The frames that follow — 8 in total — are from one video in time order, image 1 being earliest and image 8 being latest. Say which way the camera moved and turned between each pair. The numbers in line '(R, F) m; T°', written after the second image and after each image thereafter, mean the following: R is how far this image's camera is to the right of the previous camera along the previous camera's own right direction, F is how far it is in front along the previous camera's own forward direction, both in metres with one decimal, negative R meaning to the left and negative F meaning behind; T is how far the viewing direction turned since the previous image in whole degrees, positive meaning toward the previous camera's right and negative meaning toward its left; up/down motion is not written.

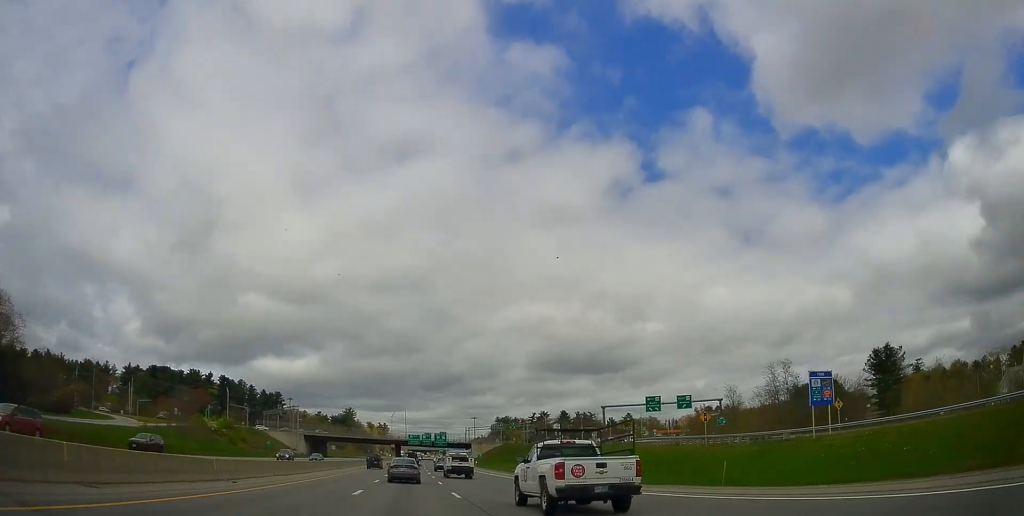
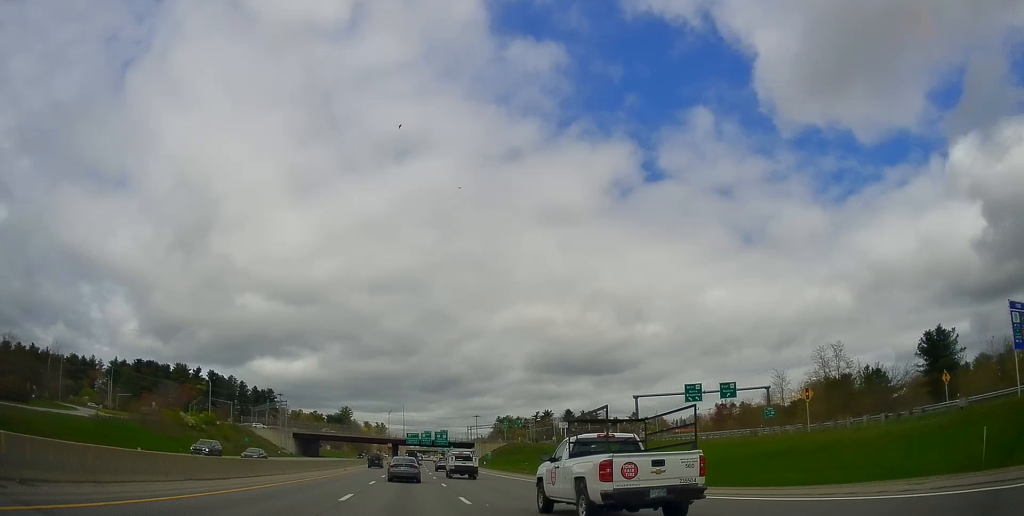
(0.0, +15.9) m; 0°
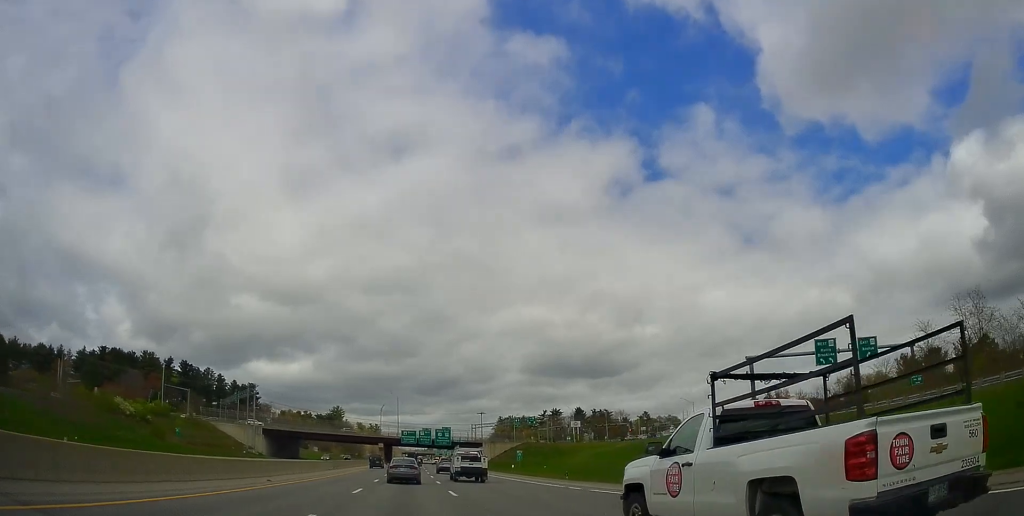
(0.0, +32.3) m; 0°
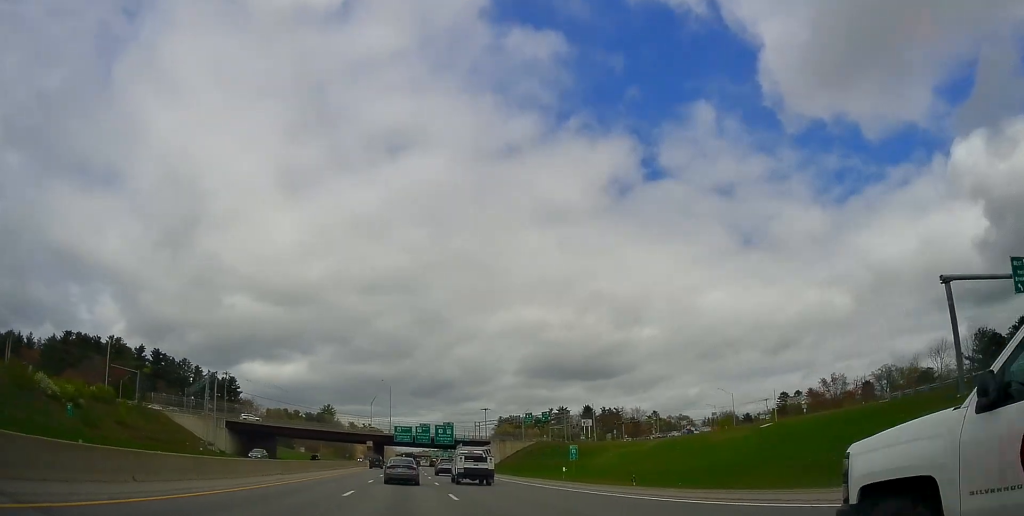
(0.0, +26.4) m; 0°
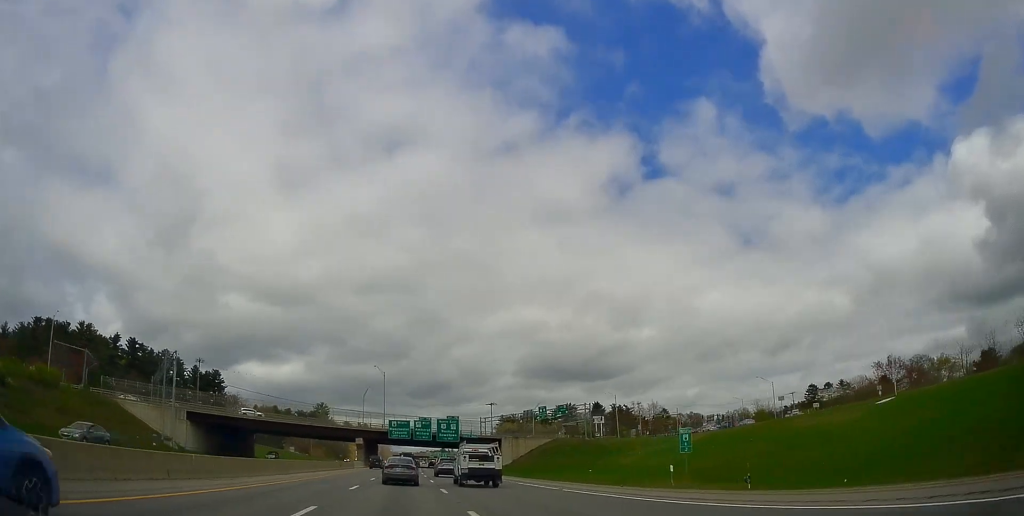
(0.0, +20.7) m; 0°
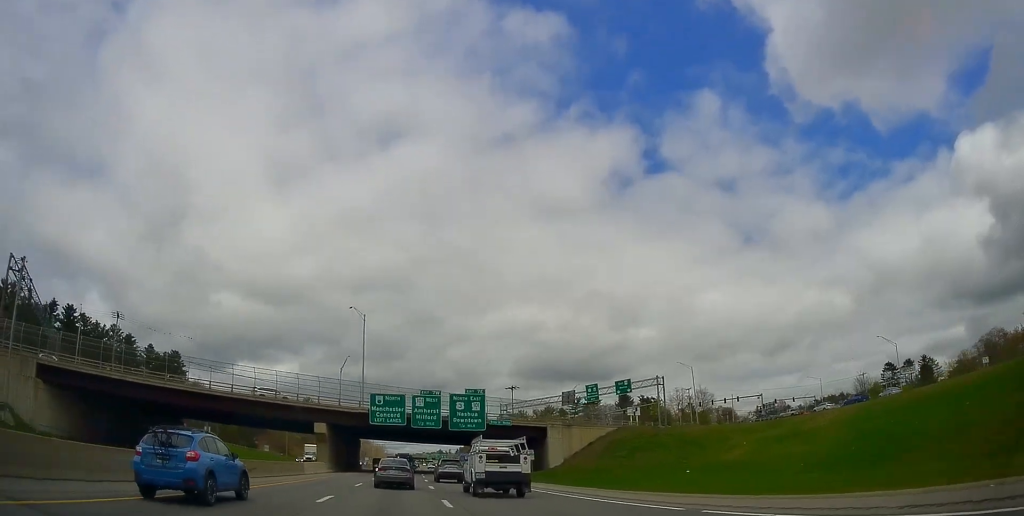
(+0.3, +44.7) m; +1°
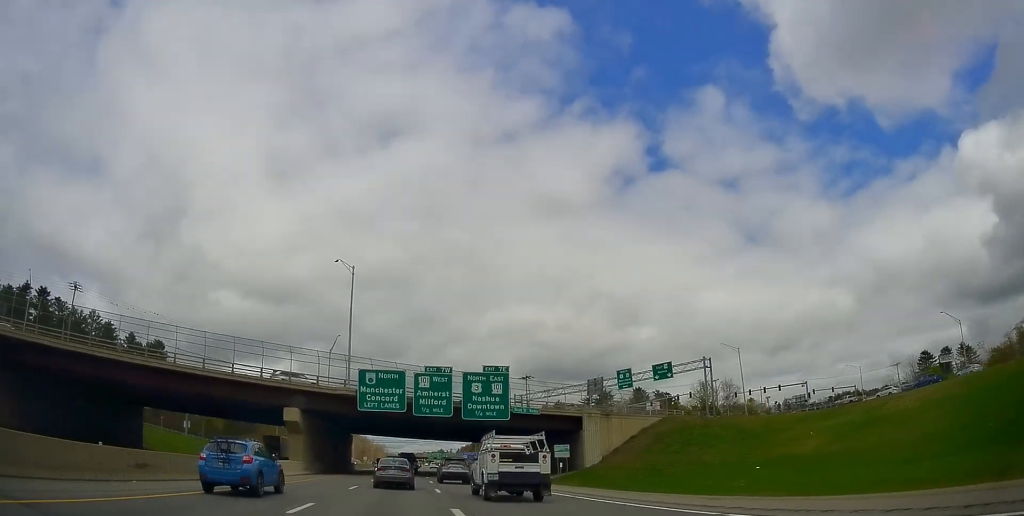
(+0.1, +17.0) m; 0°
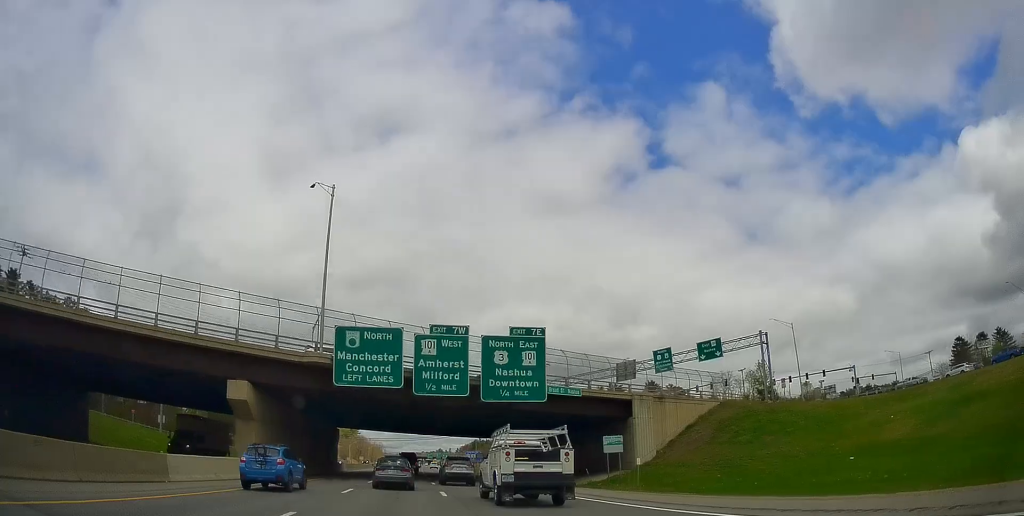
(0.0, +15.8) m; 0°
